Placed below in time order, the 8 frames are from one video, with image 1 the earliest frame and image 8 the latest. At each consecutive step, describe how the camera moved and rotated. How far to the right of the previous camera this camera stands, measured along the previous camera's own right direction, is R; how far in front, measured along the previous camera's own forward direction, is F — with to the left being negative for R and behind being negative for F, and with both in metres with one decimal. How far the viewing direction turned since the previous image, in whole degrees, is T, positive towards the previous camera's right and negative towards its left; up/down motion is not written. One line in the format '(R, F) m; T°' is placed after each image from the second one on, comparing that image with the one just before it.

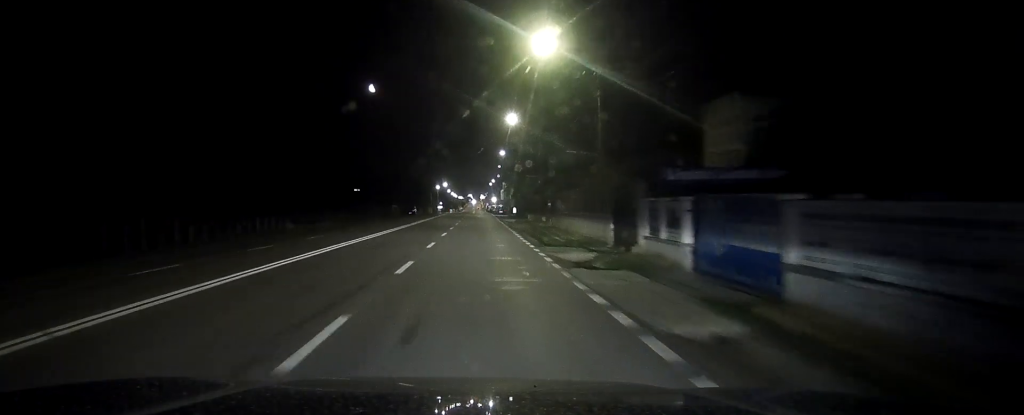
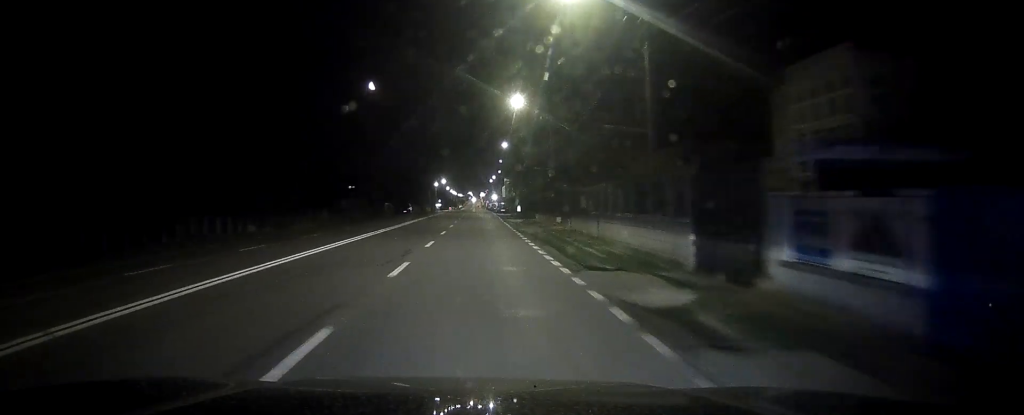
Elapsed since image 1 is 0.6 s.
(0.0, +9.7) m; 0°
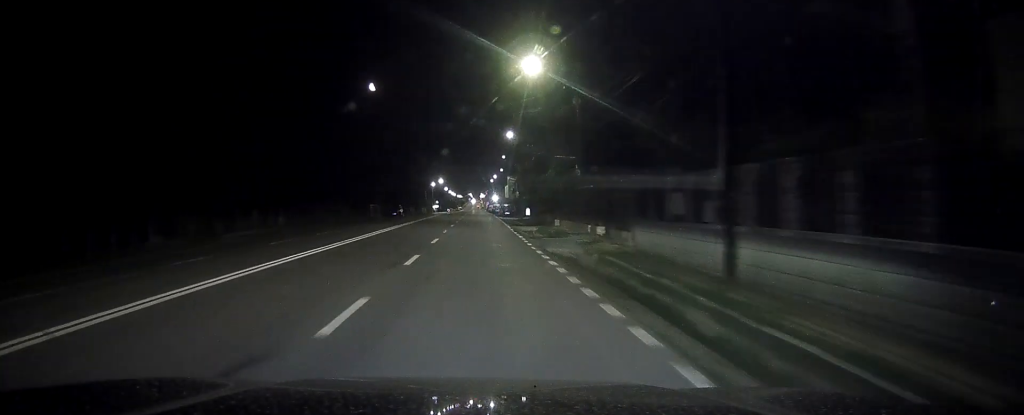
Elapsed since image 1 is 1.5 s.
(0.0, +15.2) m; 0°
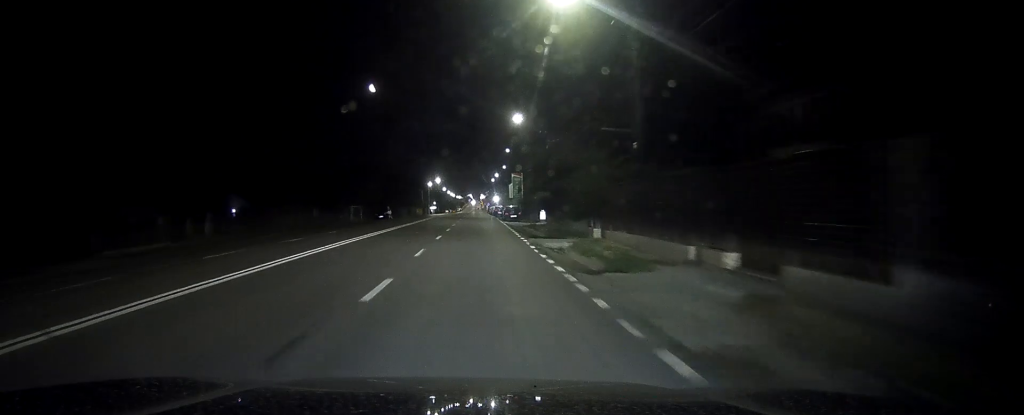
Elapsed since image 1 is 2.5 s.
(+0.1, +15.2) m; 0°
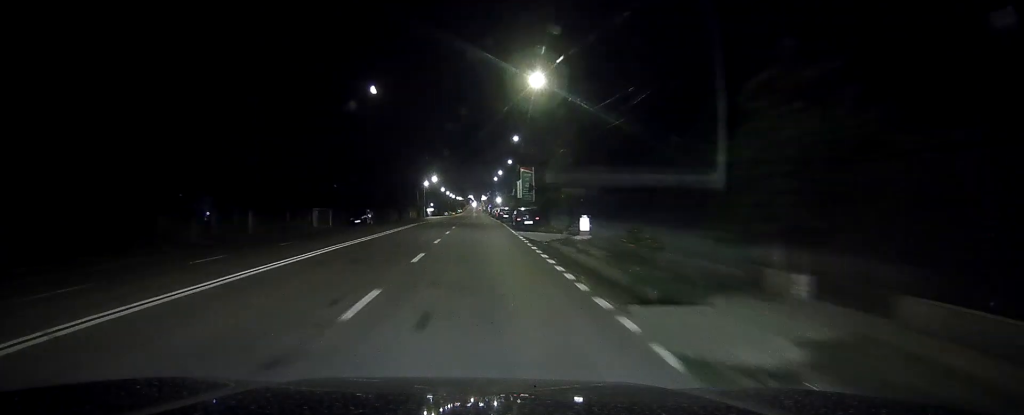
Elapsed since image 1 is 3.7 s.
(-0.1, +19.5) m; 0°
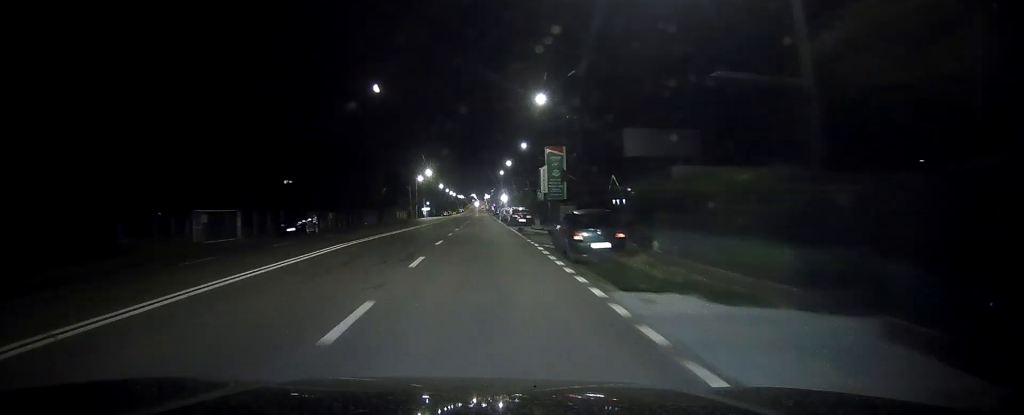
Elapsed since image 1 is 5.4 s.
(+0.1, +28.4) m; 0°
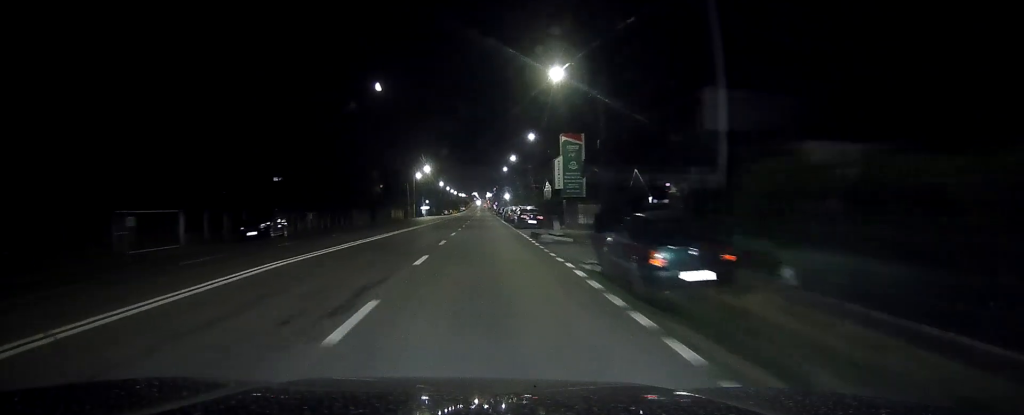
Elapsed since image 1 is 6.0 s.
(-0.1, +9.0) m; 0°
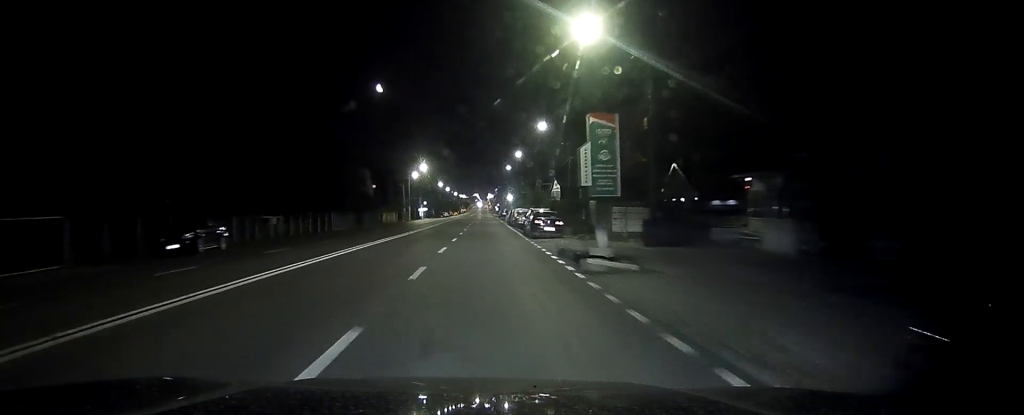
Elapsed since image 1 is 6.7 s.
(0.0, +11.2) m; 0°
